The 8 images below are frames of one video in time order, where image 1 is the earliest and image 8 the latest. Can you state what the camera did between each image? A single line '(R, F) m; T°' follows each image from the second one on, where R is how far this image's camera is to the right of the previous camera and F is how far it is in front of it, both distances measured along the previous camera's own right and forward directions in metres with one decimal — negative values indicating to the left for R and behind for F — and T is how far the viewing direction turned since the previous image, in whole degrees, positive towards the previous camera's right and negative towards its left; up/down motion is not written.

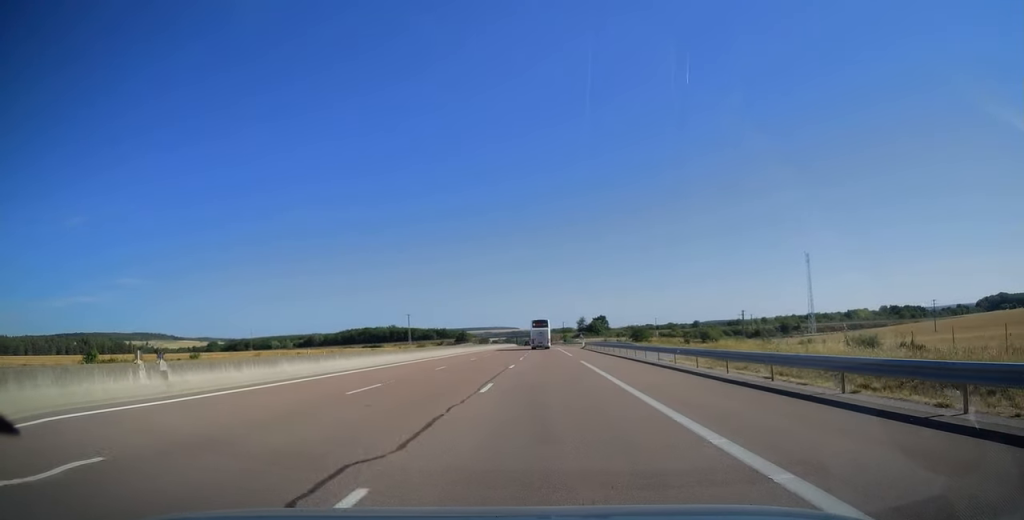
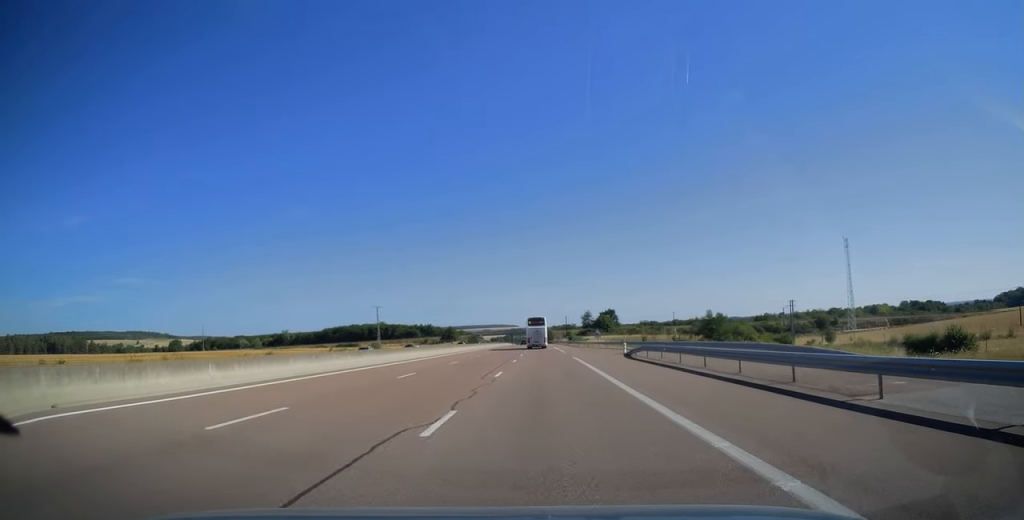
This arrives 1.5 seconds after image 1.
(-0.1, +45.6) m; 0°
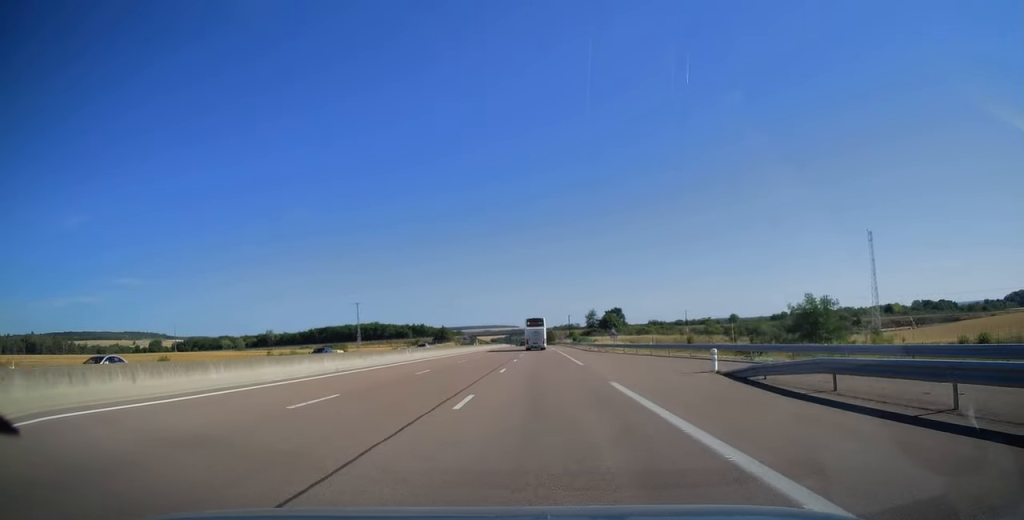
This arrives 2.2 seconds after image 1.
(0.0, +22.2) m; 0°
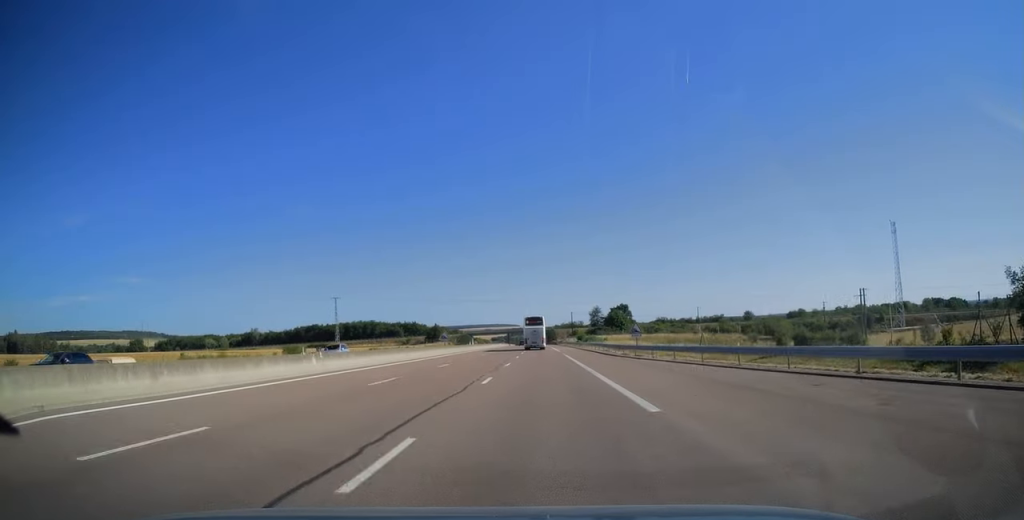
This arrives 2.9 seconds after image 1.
(0.0, +19.2) m; 0°
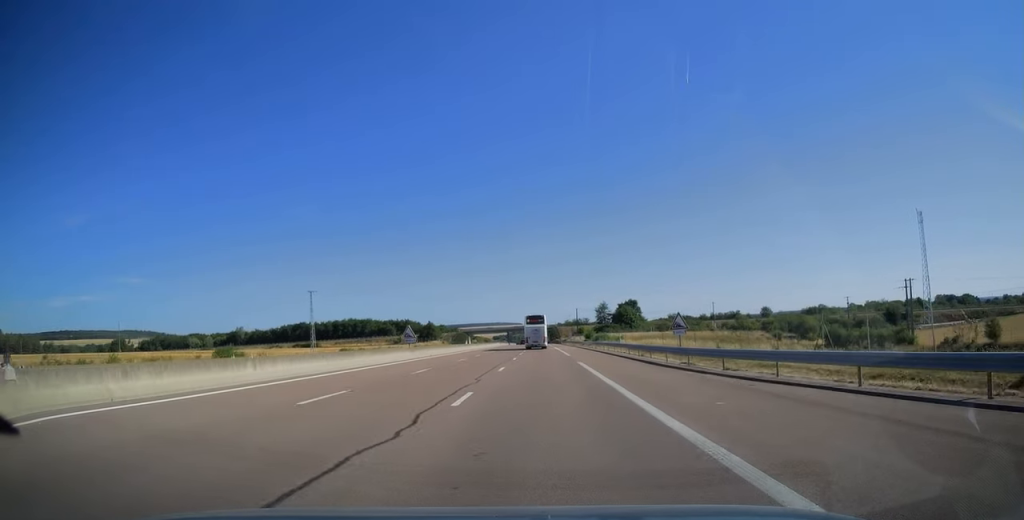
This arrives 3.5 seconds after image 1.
(0.0, +18.8) m; 0°
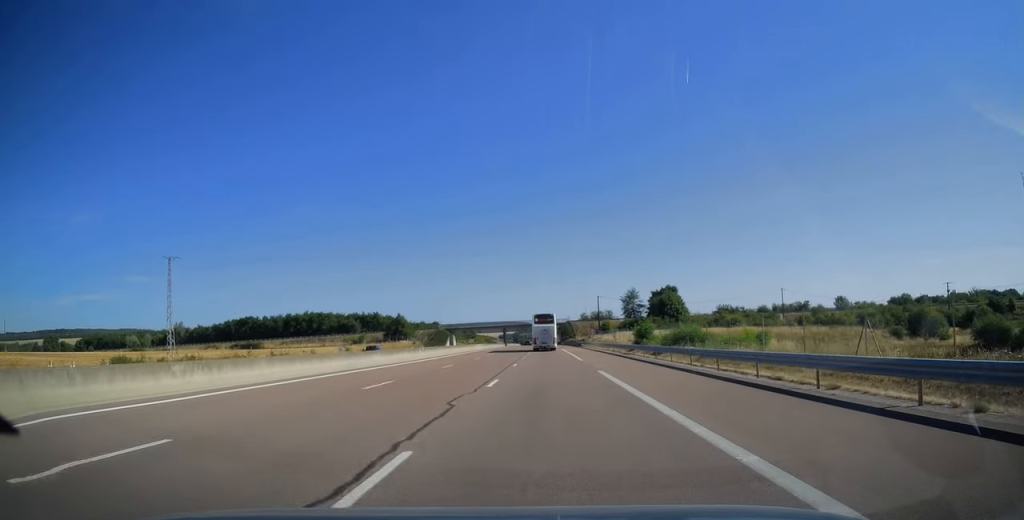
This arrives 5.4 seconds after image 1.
(-0.2, +59.2) m; 0°
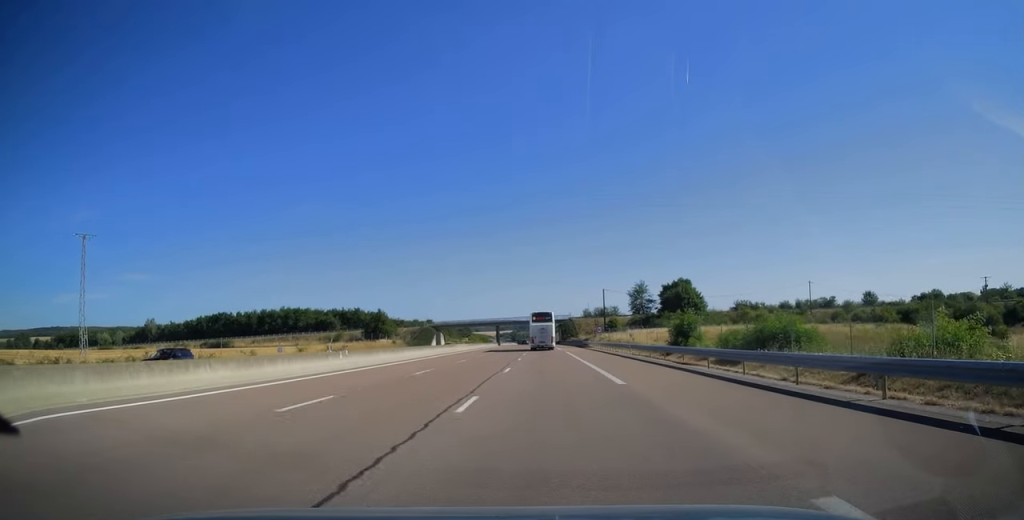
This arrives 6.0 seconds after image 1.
(0.0, +18.7) m; 0°
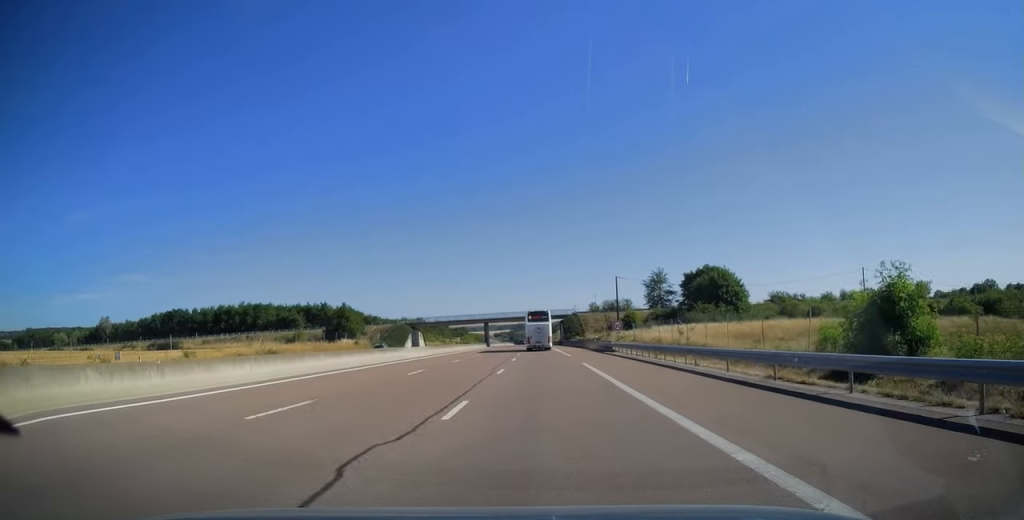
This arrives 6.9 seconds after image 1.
(0.0, +26.9) m; 0°
